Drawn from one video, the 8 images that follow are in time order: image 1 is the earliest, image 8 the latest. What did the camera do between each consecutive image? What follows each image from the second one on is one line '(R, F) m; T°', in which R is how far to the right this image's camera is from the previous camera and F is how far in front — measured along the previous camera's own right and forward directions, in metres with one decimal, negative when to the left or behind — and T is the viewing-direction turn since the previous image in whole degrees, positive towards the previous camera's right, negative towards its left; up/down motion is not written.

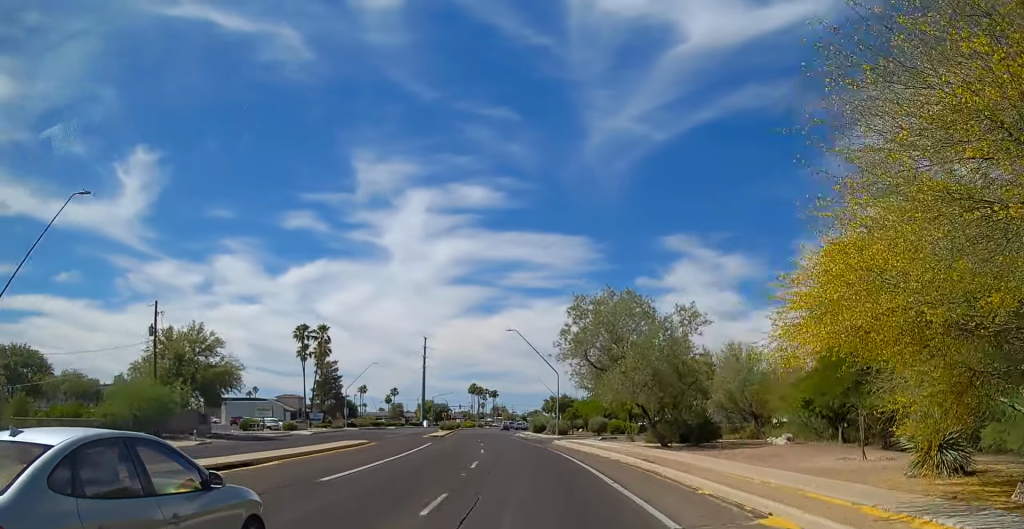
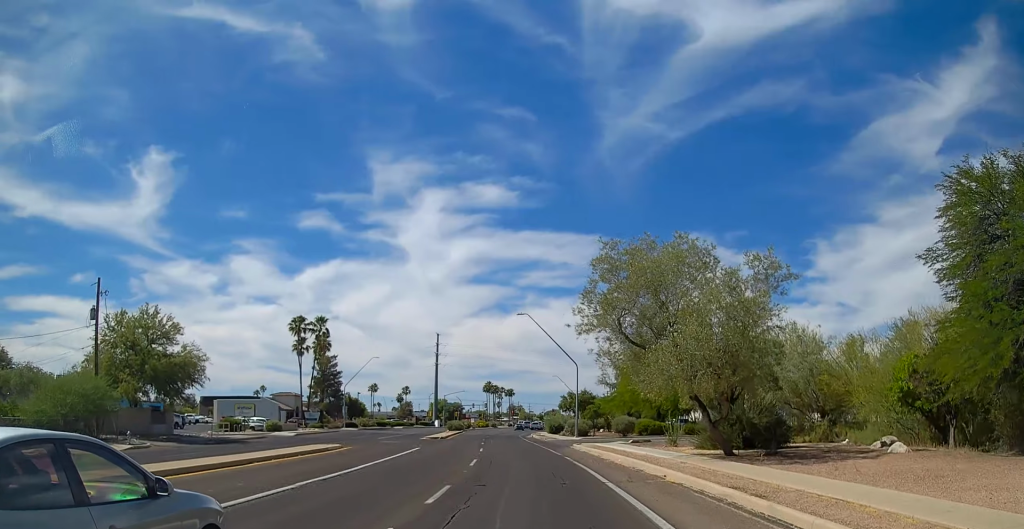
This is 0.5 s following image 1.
(-0.2, +10.2) m; -1°
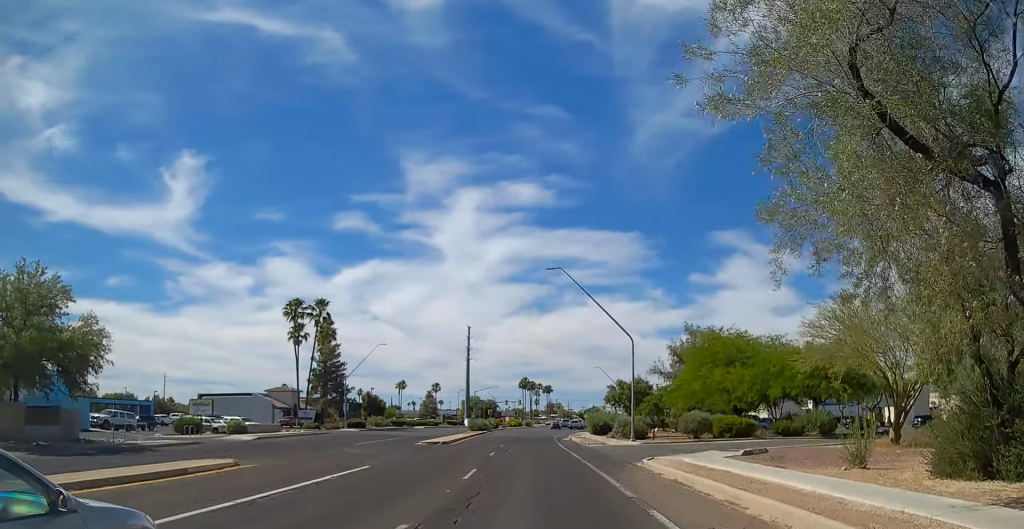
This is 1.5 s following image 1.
(0.0, +17.5) m; 0°
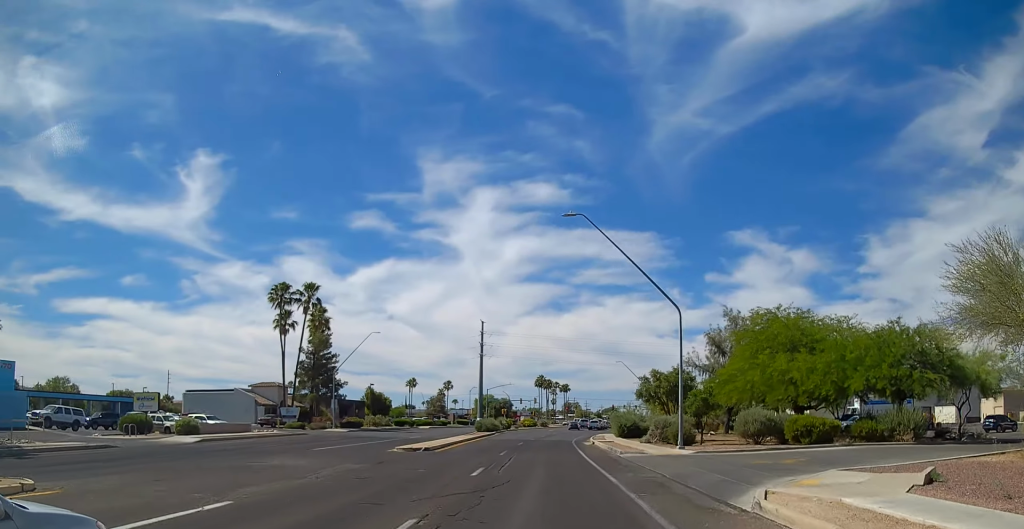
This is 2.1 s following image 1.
(0.0, +11.0) m; -2°
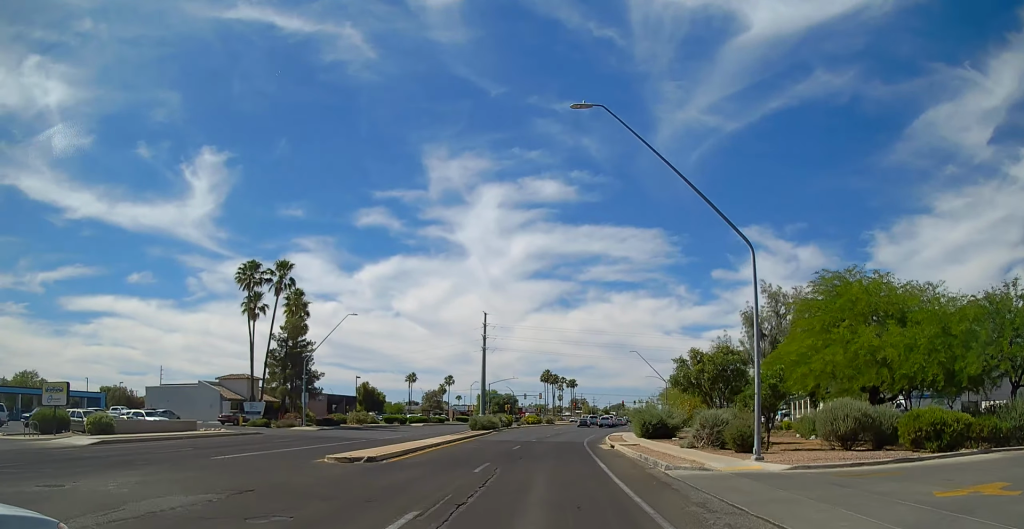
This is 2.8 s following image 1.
(-0.1, +11.2) m; -2°
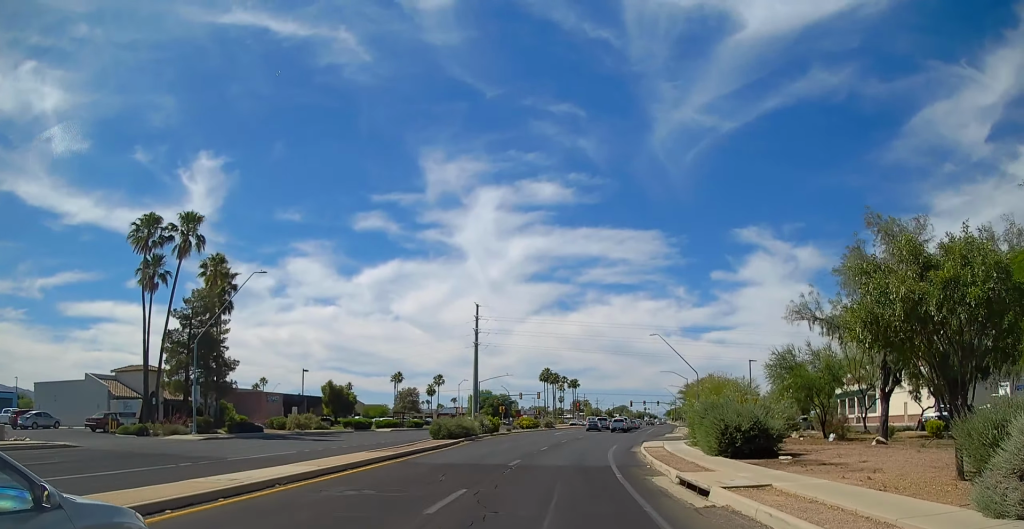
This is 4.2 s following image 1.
(-1.0, +22.0) m; -4°
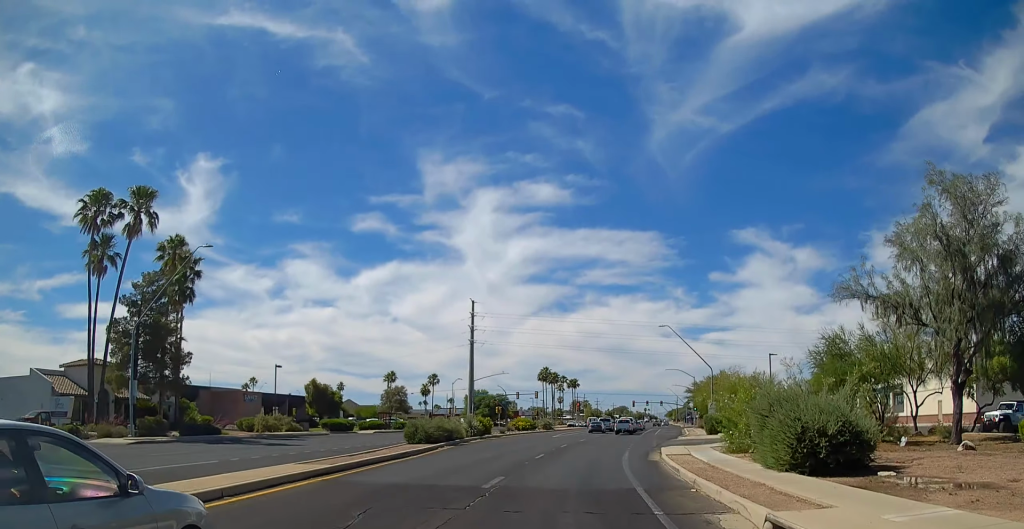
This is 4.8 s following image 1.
(0.0, +7.8) m; 0°
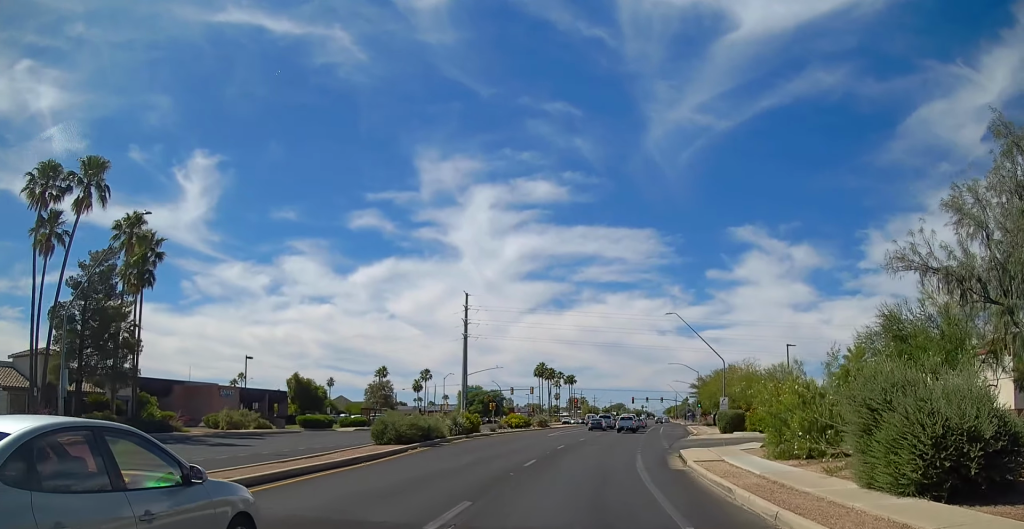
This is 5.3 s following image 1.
(-0.1, +6.3) m; +1°
